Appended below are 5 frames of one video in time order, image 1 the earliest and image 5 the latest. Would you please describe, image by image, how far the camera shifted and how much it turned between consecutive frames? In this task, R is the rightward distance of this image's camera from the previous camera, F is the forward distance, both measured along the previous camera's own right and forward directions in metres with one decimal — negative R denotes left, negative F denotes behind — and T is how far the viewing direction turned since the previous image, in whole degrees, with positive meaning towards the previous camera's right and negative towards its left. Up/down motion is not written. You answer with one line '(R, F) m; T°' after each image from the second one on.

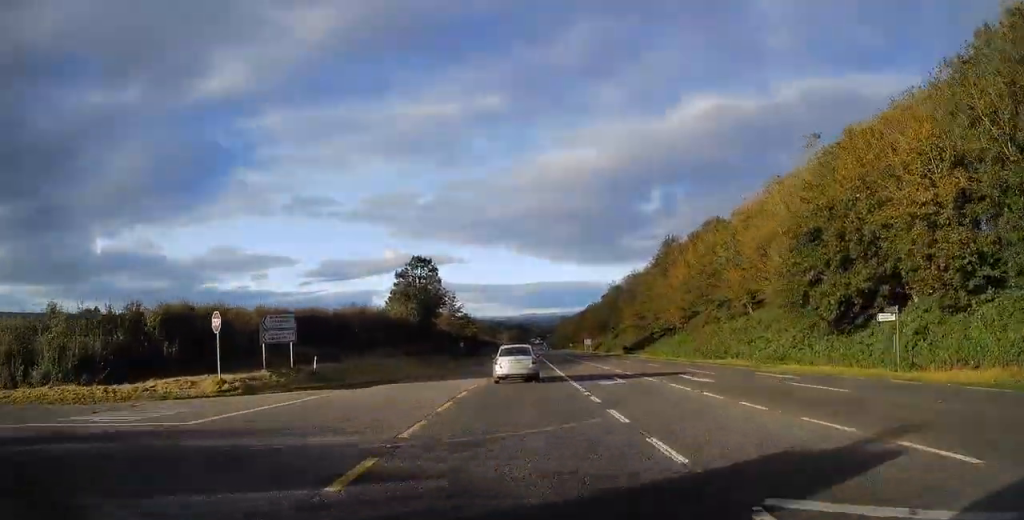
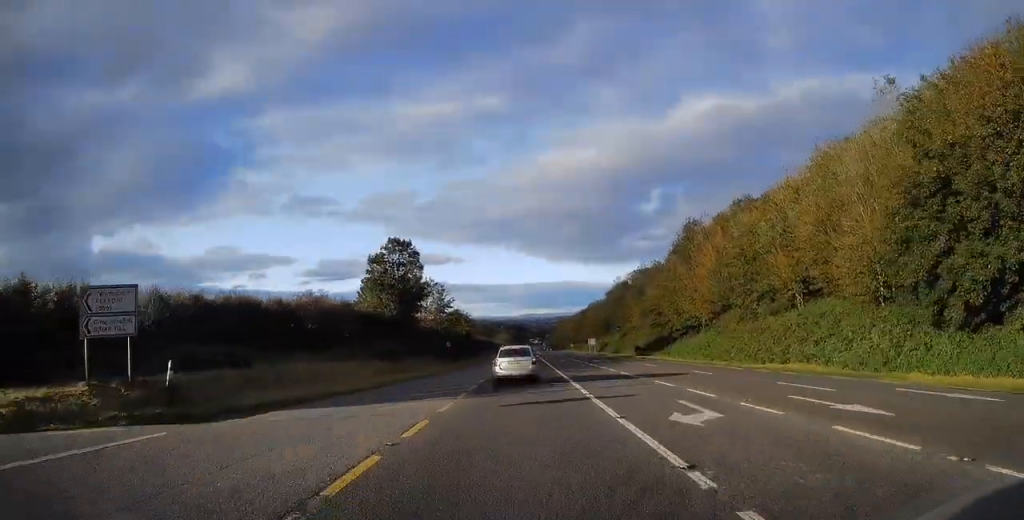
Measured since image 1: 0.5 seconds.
(+0.3, +11.1) m; +1°
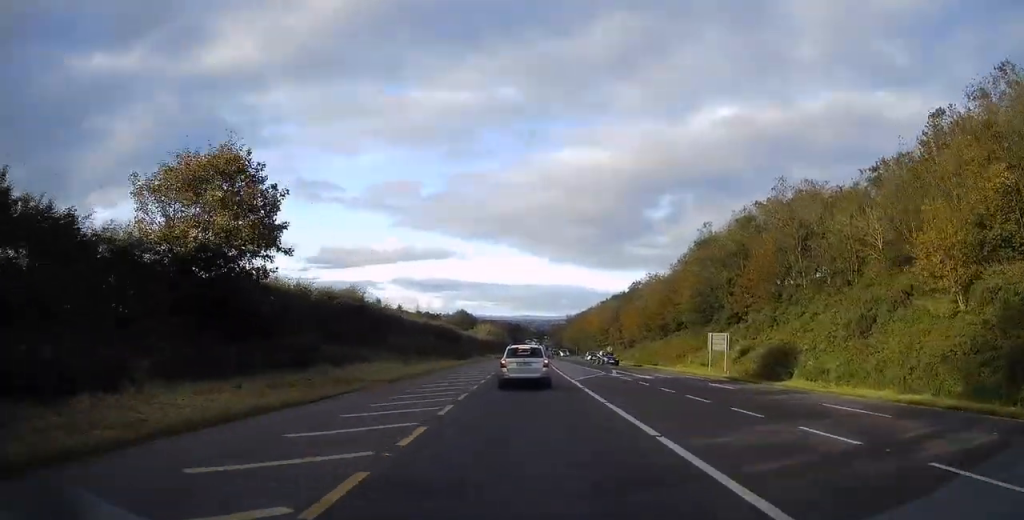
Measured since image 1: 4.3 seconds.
(-1.9, +85.5) m; -2°
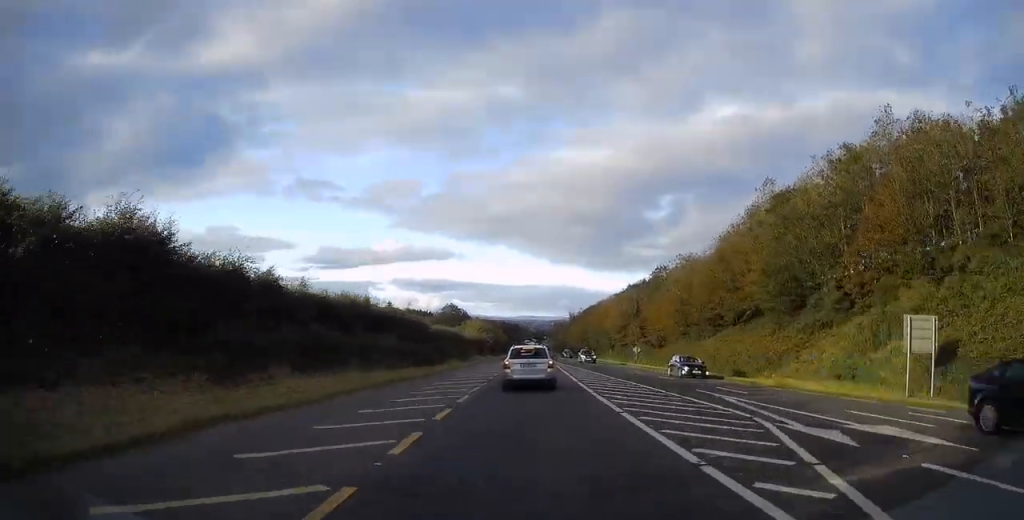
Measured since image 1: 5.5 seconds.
(-0.1, +26.1) m; 0°
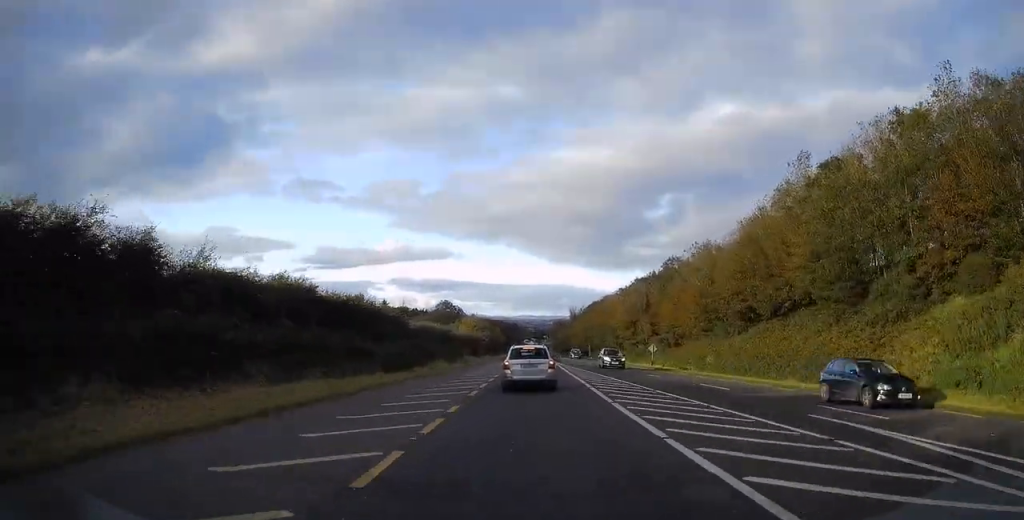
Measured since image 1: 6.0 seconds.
(0.0, +10.2) m; 0°
